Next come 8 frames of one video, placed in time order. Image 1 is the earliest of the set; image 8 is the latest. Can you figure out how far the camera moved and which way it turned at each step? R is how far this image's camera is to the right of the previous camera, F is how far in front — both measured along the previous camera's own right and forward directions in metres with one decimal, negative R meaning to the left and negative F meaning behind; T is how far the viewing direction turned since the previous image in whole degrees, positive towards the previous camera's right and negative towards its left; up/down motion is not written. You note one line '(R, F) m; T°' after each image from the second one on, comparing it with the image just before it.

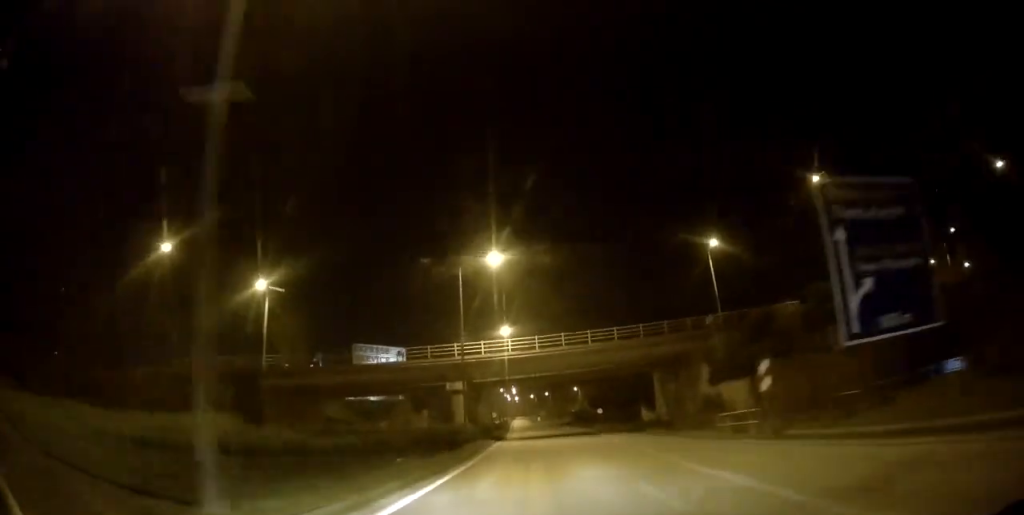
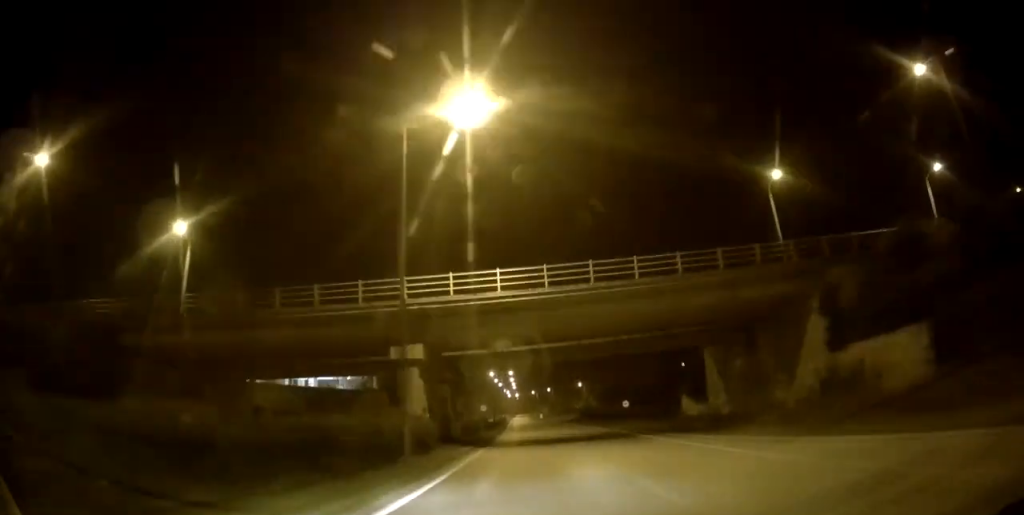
(+0.1, +19.6) m; 0°
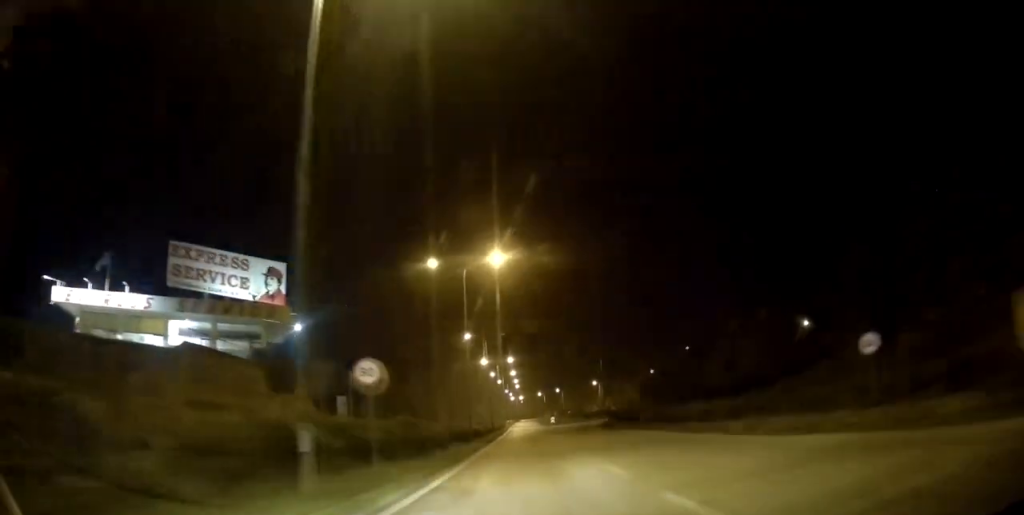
(0.0, +41.2) m; -1°
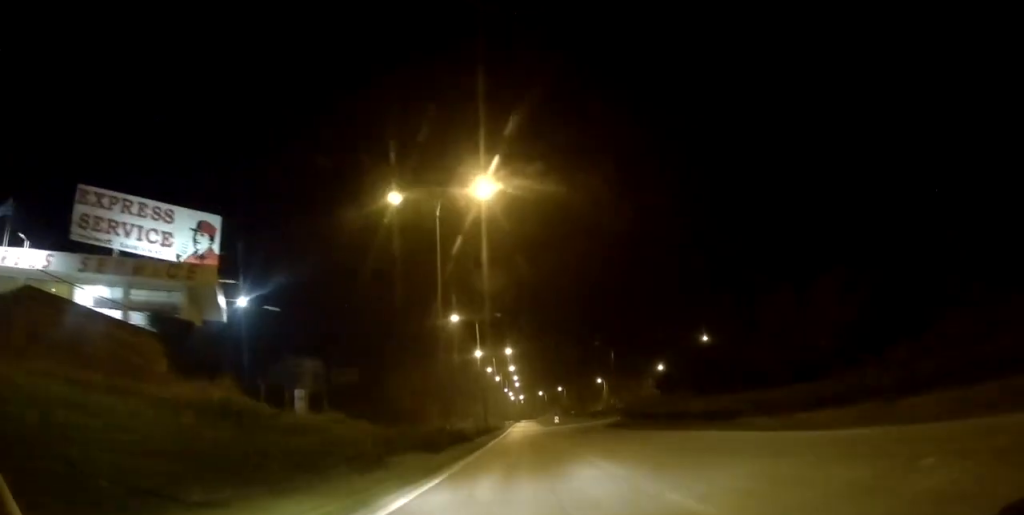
(0.0, +13.1) m; 0°
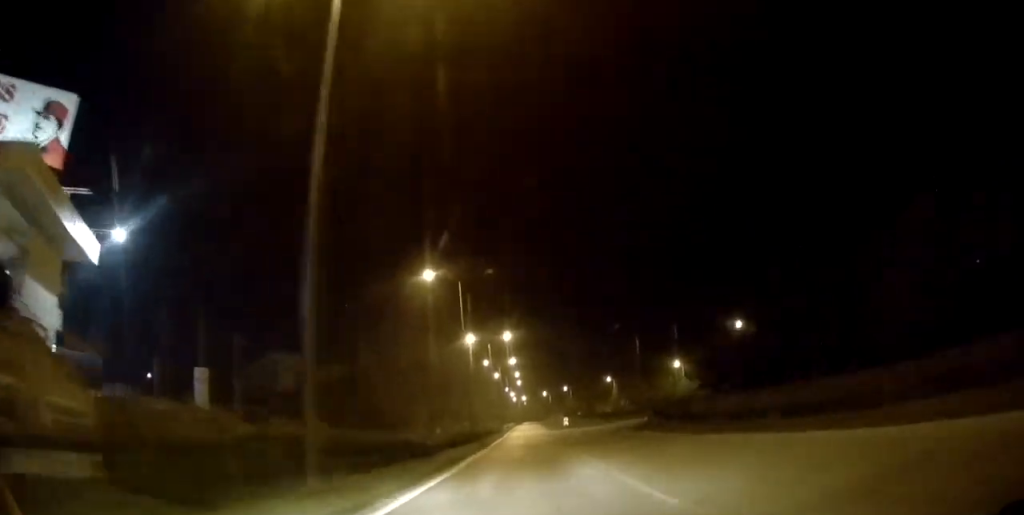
(-0.2, +18.1) m; 0°
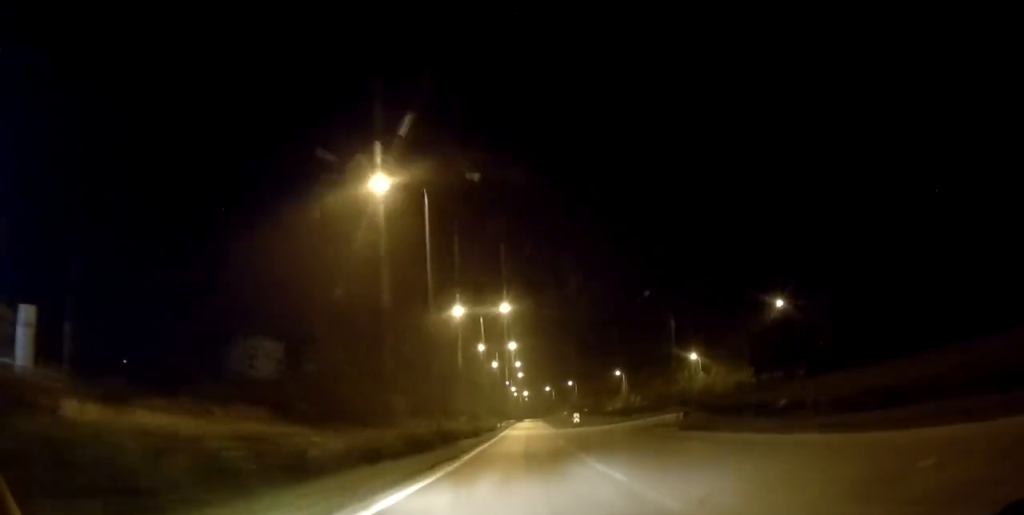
(0.0, +16.0) m; 0°
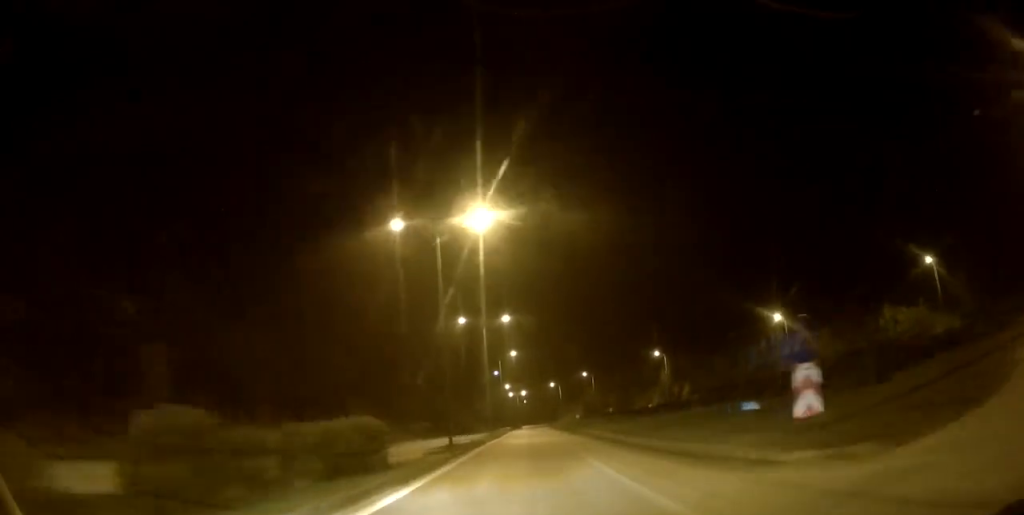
(+1.0, +58.6) m; +1°
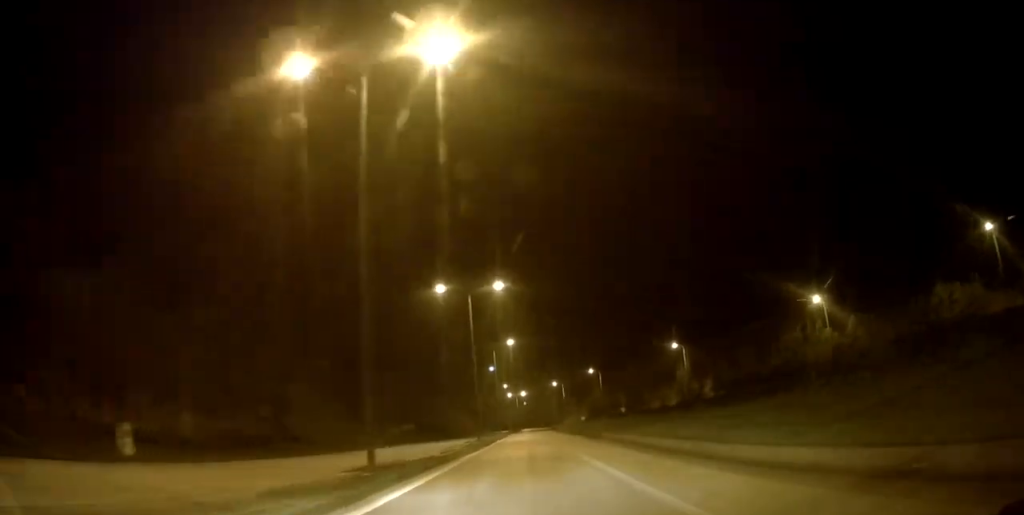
(-0.3, +15.7) m; 0°
